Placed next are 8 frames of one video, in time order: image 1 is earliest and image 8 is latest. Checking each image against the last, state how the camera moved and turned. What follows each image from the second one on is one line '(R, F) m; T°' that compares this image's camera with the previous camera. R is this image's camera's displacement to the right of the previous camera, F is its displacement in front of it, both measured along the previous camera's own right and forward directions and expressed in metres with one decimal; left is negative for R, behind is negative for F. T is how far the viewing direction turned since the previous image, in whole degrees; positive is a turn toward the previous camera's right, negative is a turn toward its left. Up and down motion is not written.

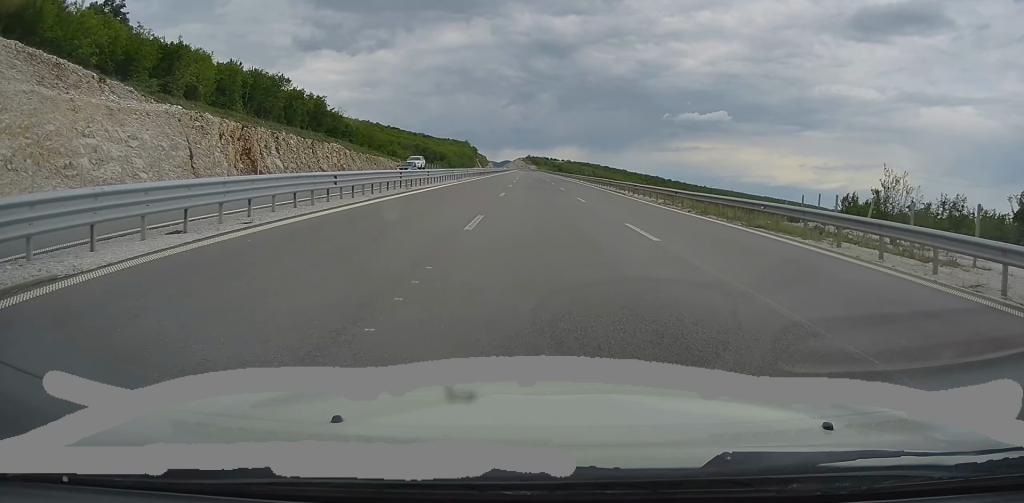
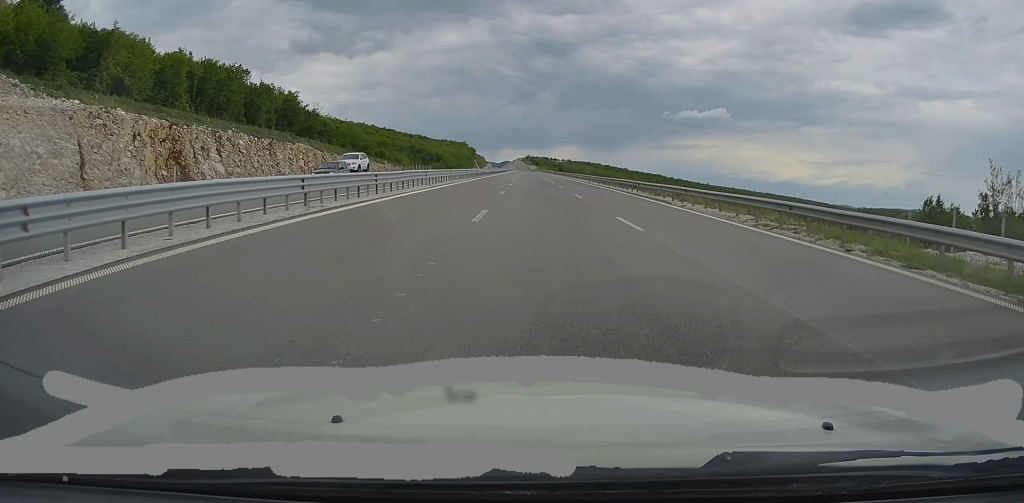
(0.0, +14.6) m; 0°
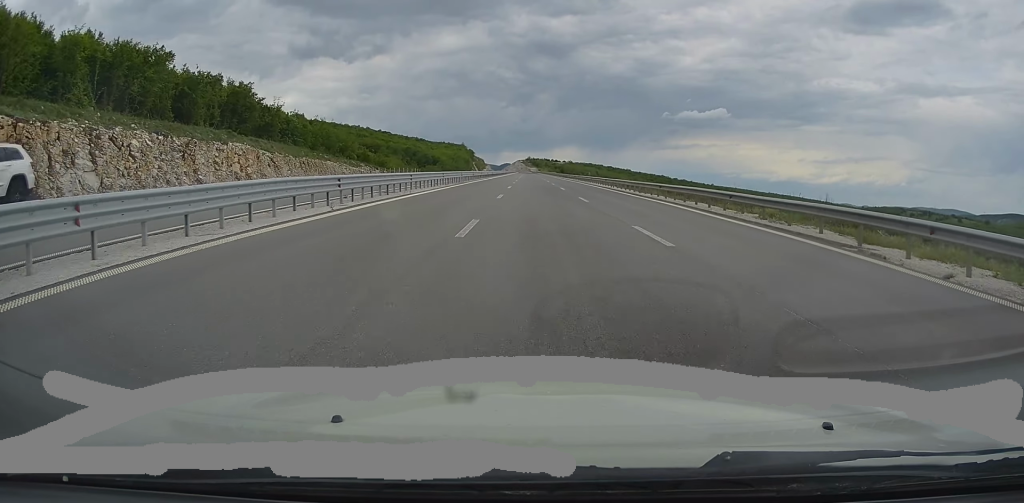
(0.0, +20.9) m; 0°
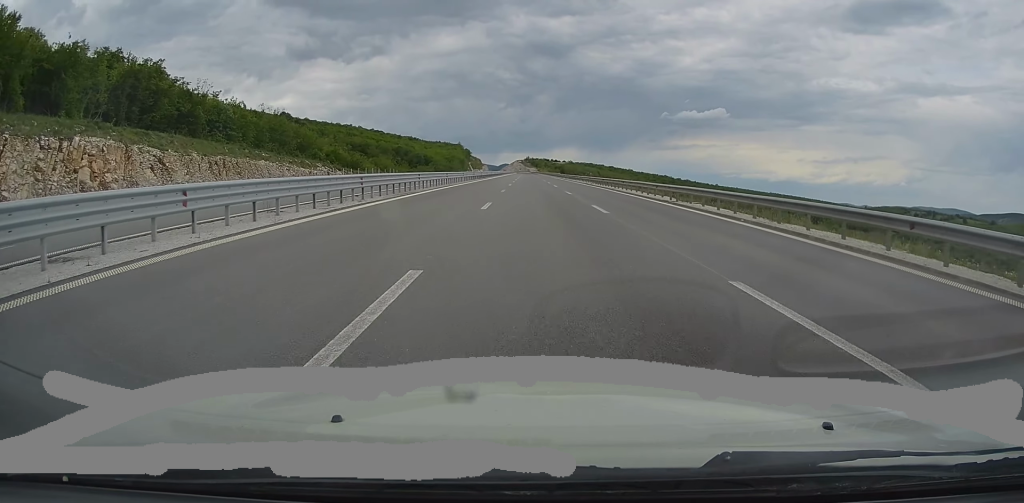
(-0.1, +24.6) m; 0°
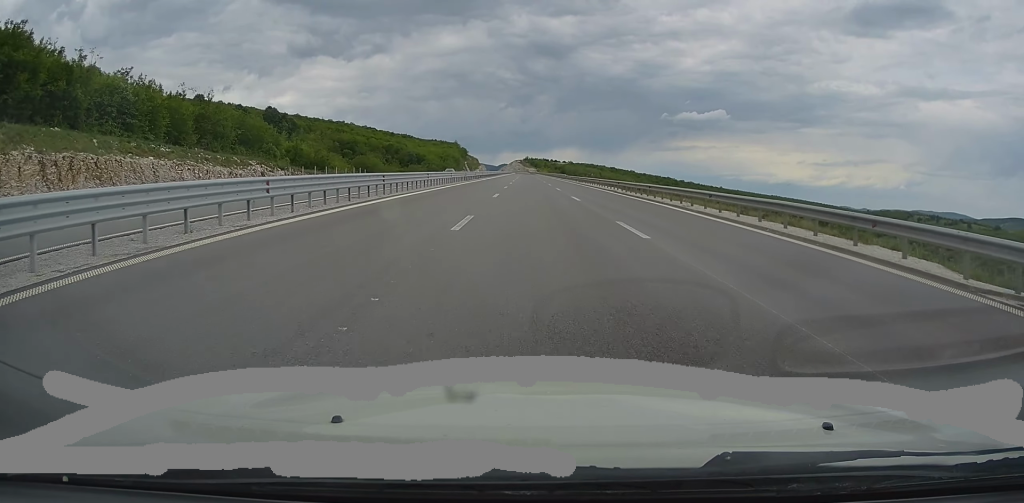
(-0.1, +23.5) m; 0°
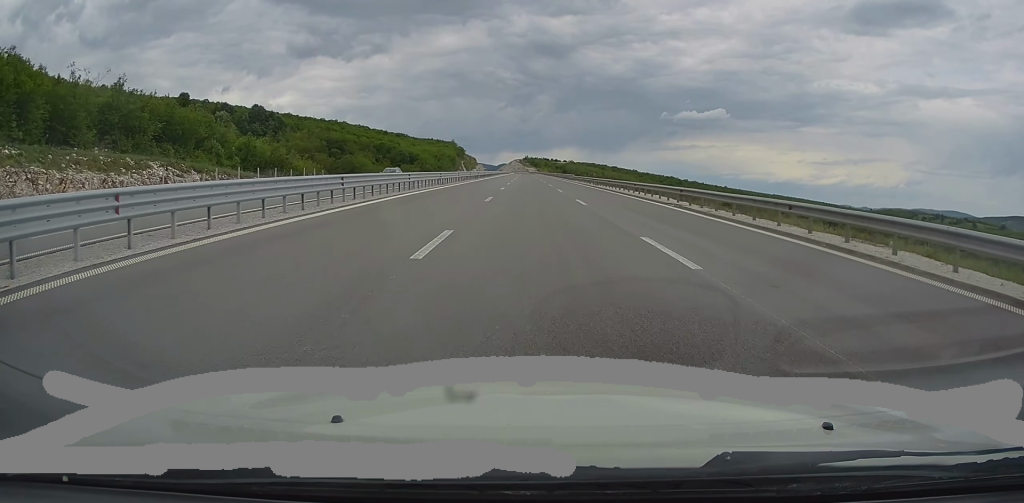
(0.0, +20.2) m; 0°
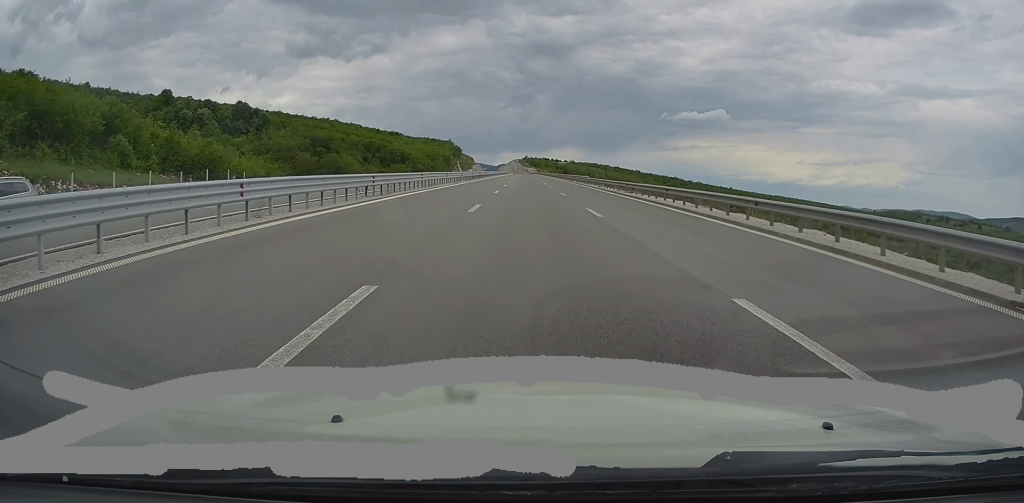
(+0.1, +21.4) m; 0°
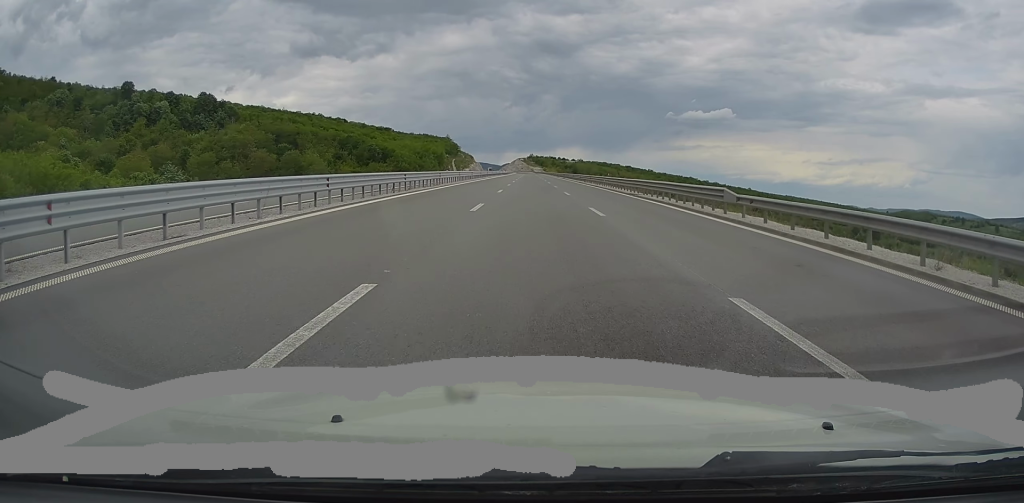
(-0.1, +43.8) m; 0°
